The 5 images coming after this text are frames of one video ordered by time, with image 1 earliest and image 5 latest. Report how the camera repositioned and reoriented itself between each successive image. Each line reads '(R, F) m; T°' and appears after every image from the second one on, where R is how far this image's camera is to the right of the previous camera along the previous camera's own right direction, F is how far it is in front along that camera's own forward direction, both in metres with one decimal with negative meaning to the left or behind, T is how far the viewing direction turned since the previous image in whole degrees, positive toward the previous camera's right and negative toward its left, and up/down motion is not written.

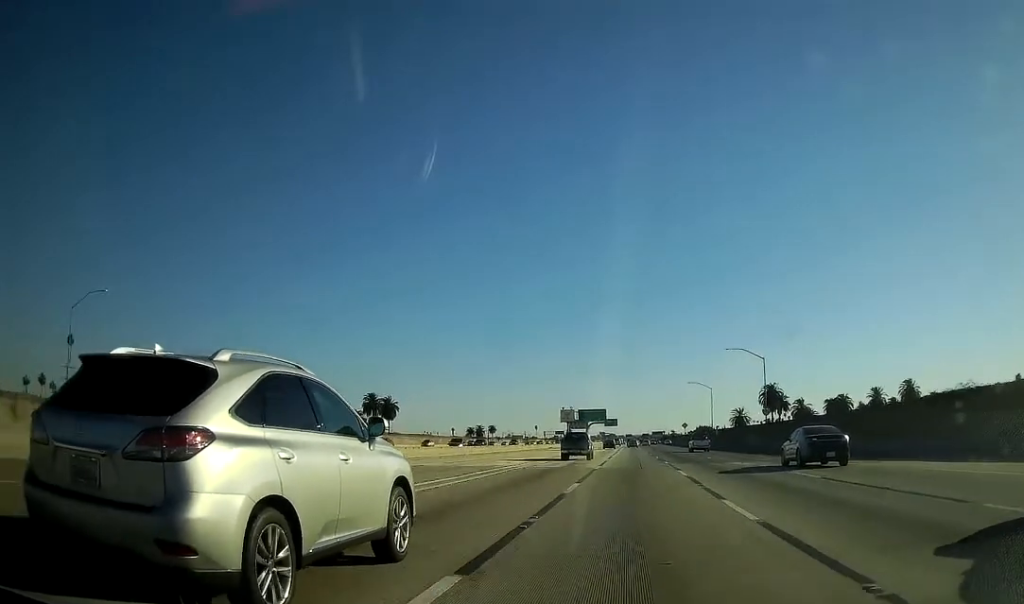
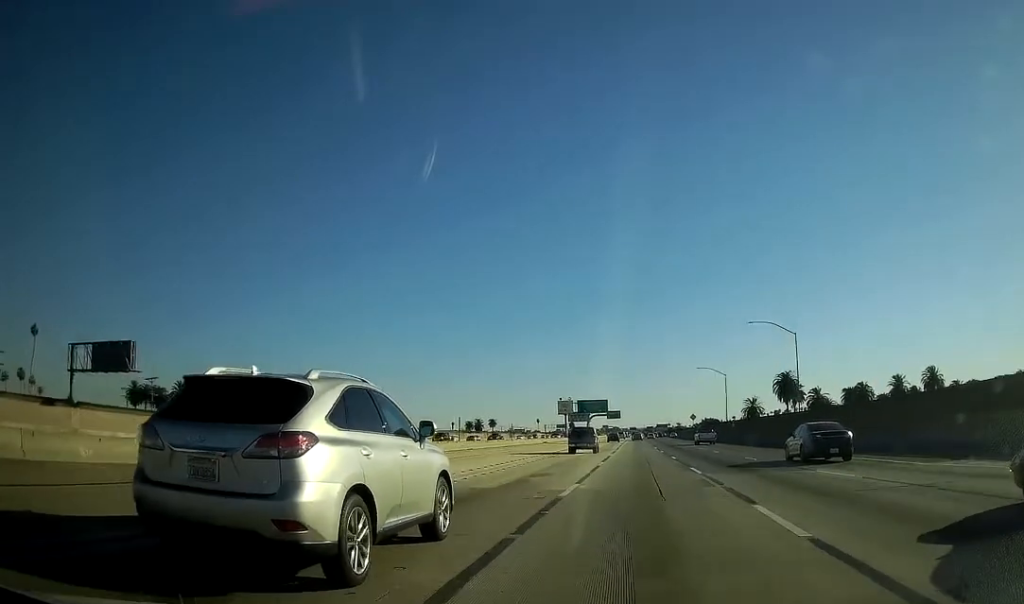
(-0.3, +17.1) m; 0°
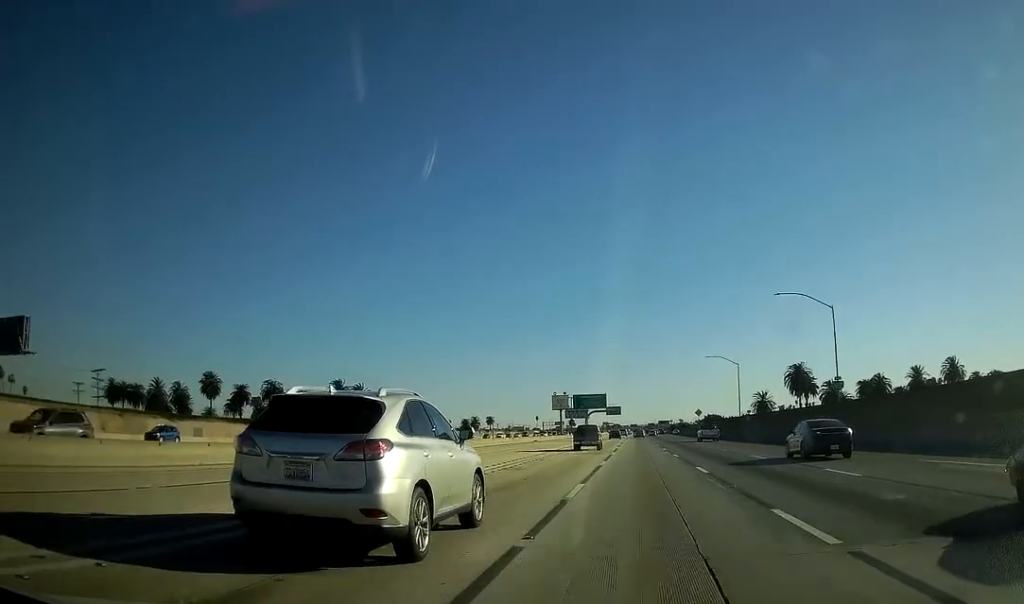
(-0.4, +16.1) m; 0°
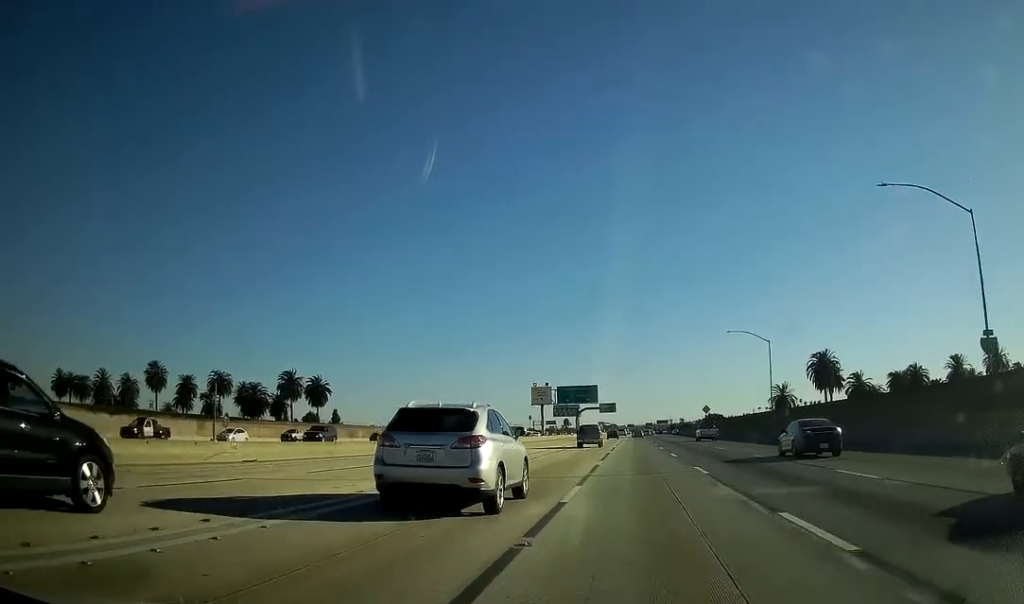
(+0.8, +30.3) m; +2°
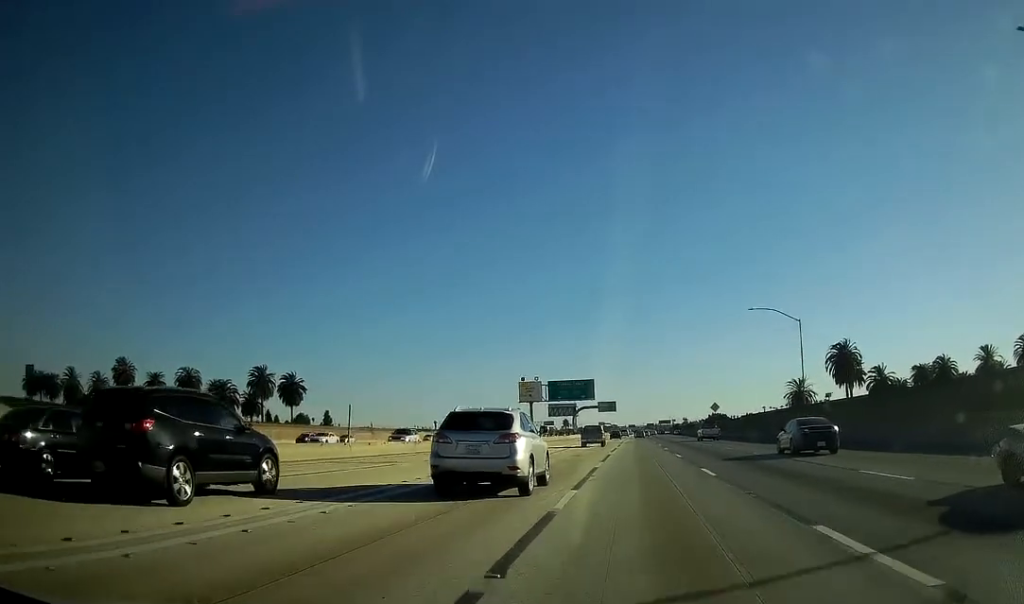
(0.0, +16.2) m; 0°
